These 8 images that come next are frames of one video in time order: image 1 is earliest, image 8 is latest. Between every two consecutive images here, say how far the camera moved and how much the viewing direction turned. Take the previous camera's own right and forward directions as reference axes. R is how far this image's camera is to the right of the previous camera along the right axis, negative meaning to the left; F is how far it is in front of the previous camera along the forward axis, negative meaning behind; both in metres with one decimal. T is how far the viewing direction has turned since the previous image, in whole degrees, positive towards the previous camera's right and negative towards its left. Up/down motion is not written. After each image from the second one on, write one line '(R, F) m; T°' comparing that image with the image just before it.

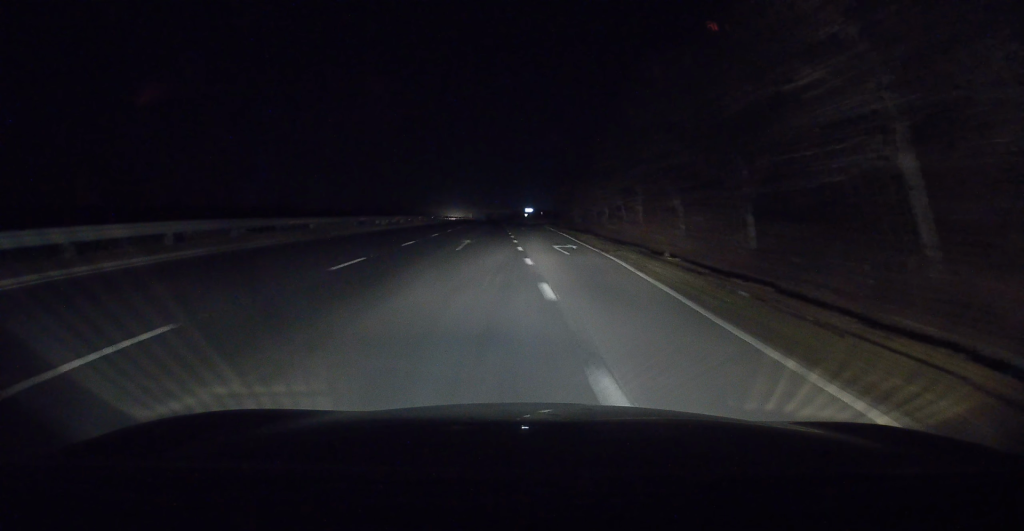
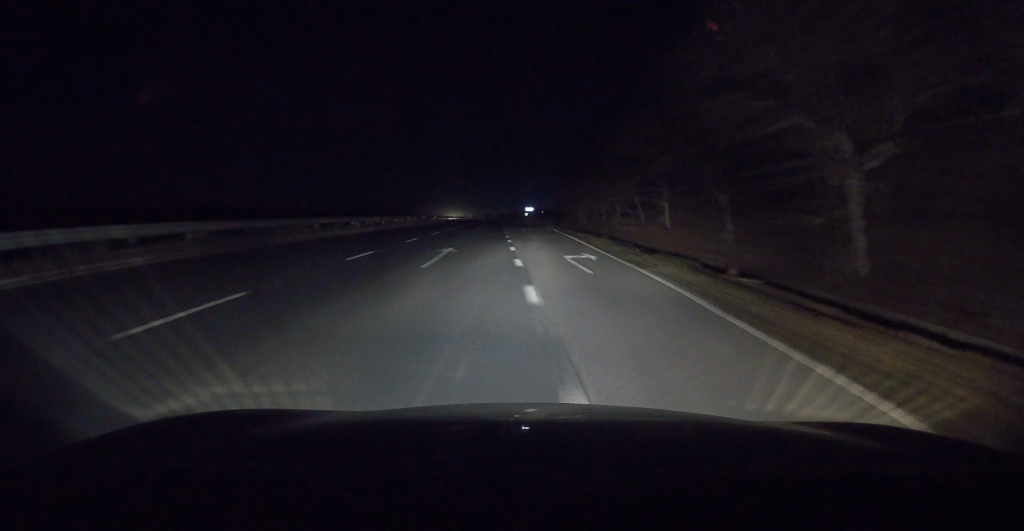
(0.0, +6.7) m; 0°
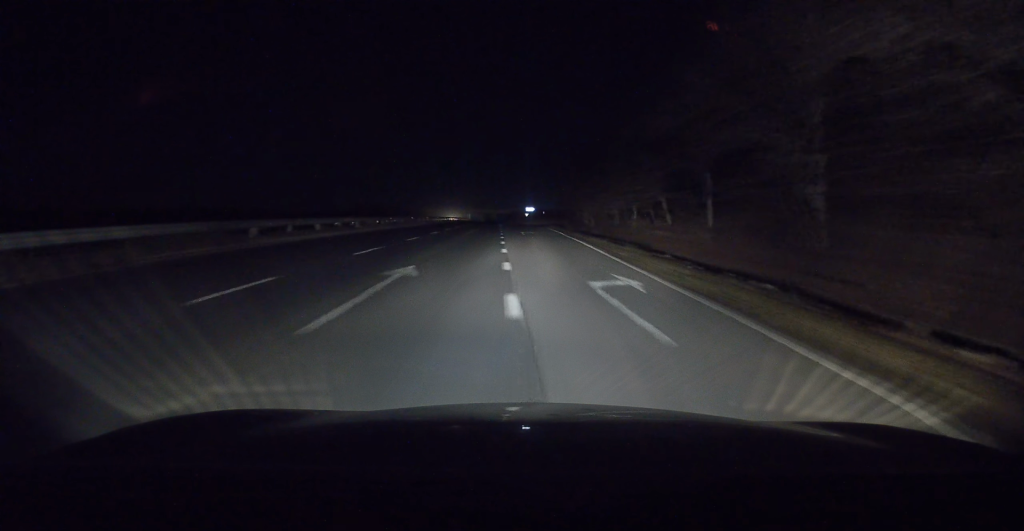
(0.0, +7.1) m; 0°
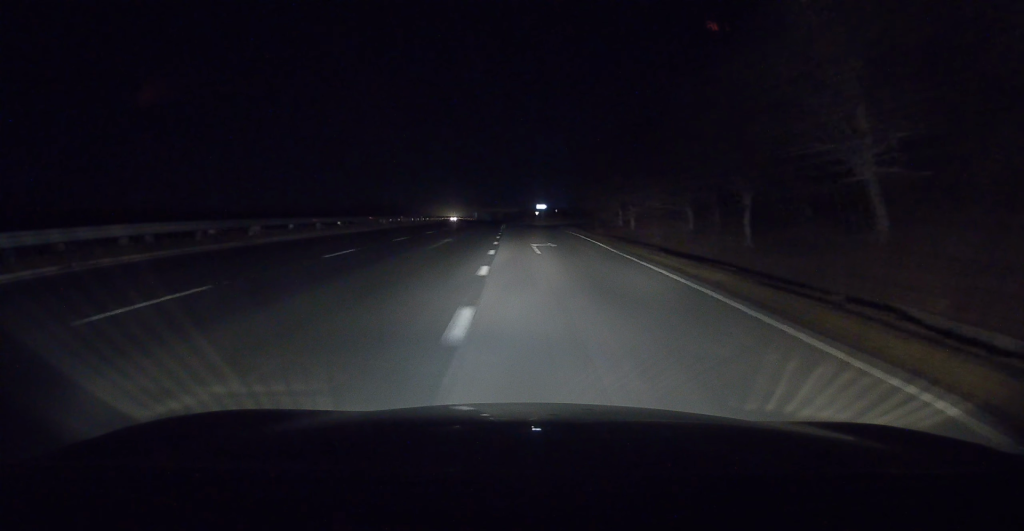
(-0.1, +19.8) m; 0°
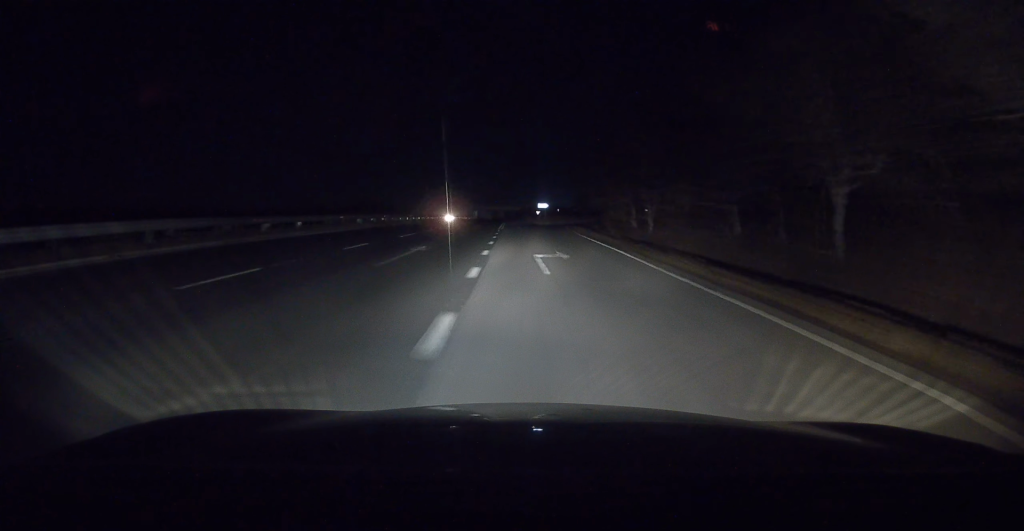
(0.0, +6.7) m; 0°
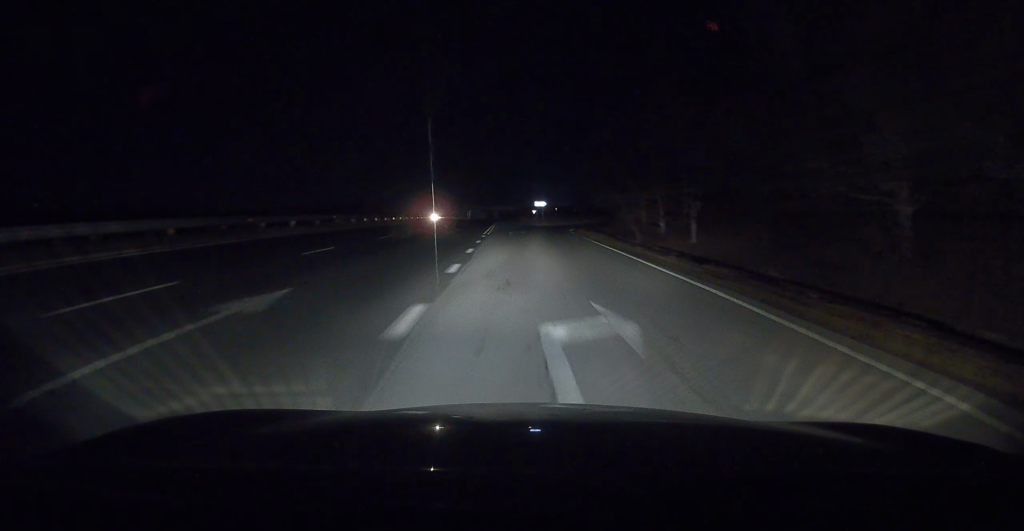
(0.0, +11.7) m; 0°
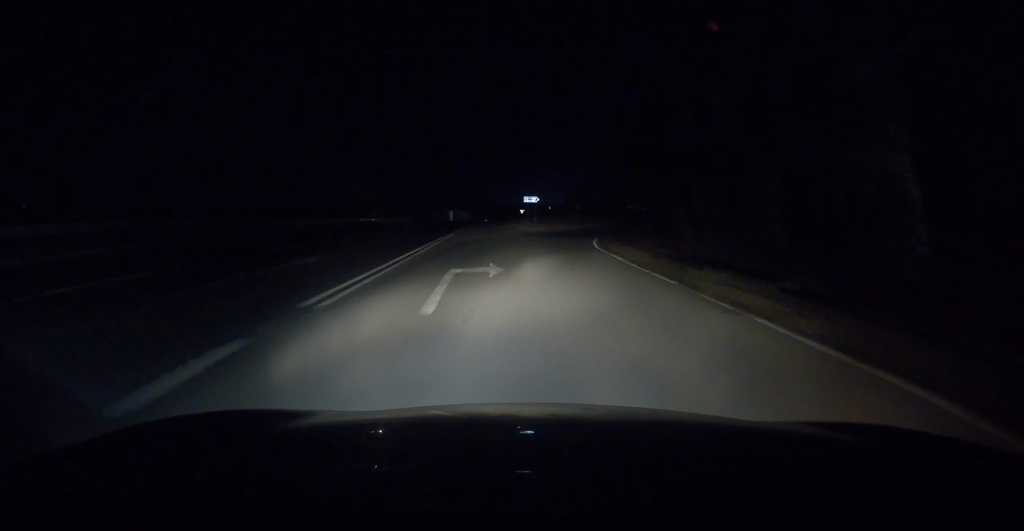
(+0.2, +27.1) m; +1°
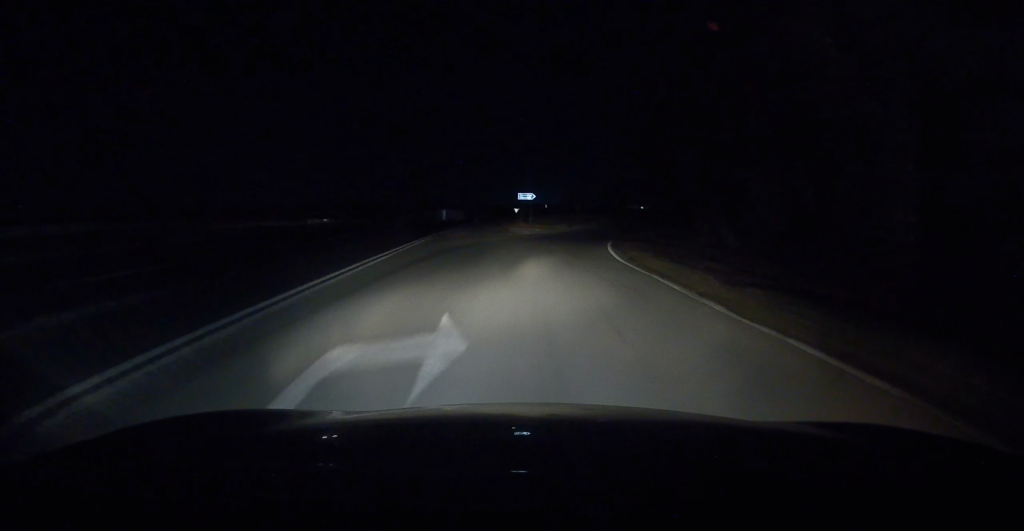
(0.0, +7.7) m; +1°
